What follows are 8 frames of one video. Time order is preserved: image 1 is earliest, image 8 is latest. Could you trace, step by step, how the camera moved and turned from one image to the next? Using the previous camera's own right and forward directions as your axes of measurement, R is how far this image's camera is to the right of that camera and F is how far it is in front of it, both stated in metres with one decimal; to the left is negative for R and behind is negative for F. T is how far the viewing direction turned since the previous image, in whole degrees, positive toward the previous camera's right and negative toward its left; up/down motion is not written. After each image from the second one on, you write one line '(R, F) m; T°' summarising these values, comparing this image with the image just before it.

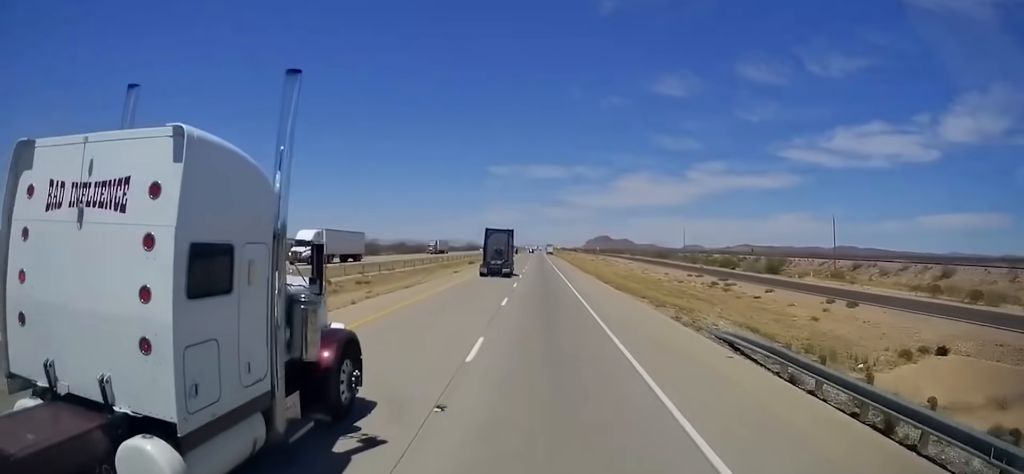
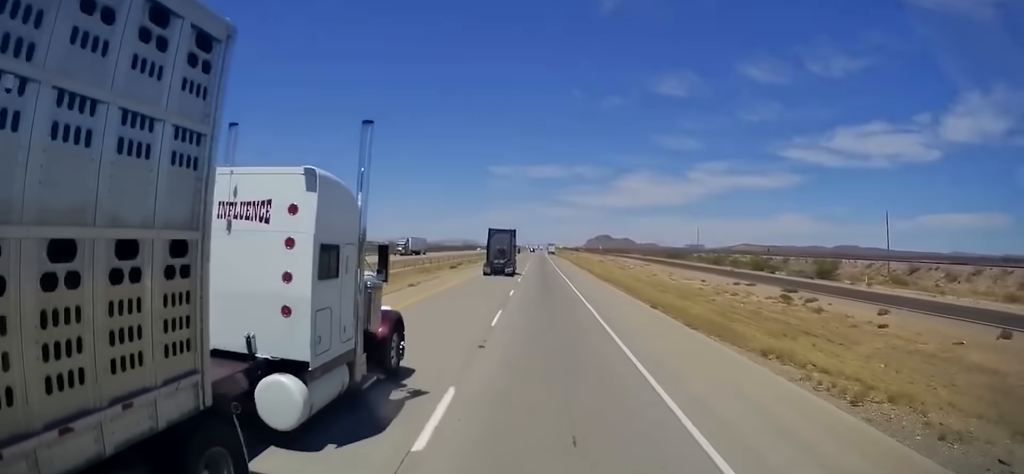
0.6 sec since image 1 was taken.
(+0.3, +18.5) m; 0°
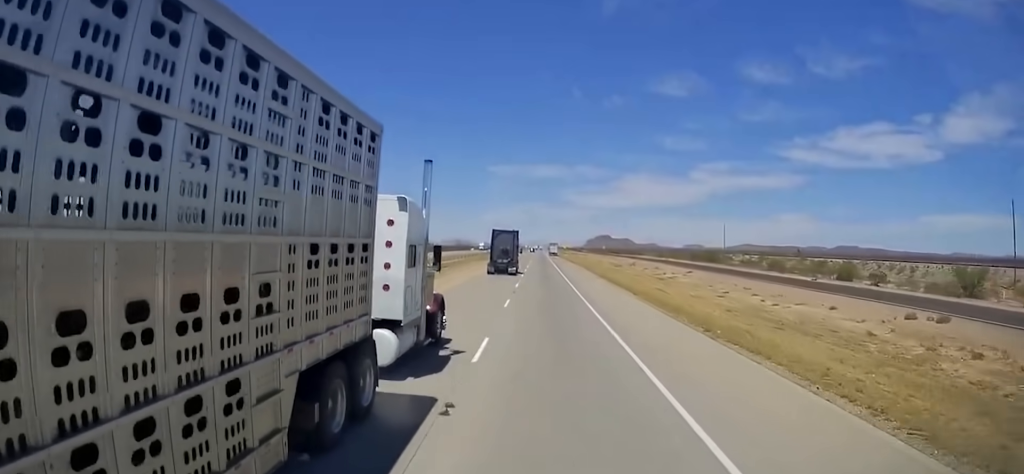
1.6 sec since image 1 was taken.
(-0.5, +29.9) m; 0°
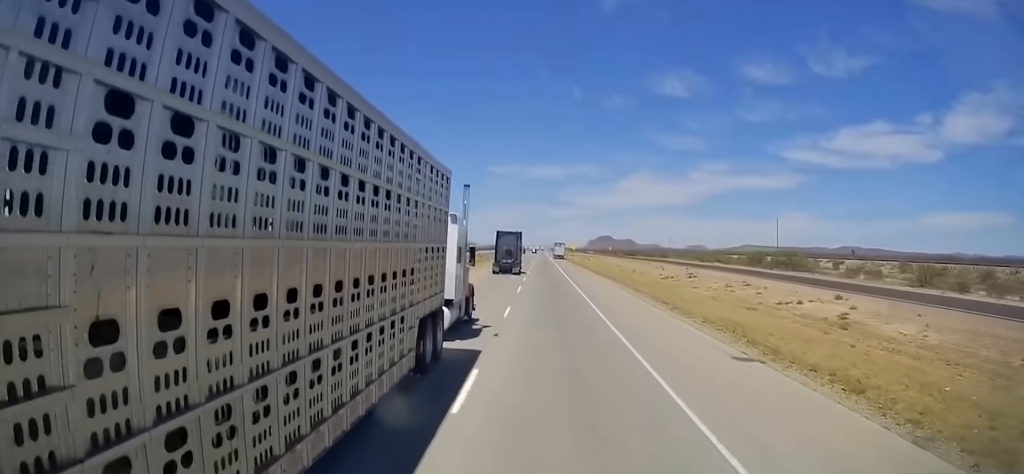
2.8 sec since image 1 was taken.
(+0.7, +39.8) m; +1°
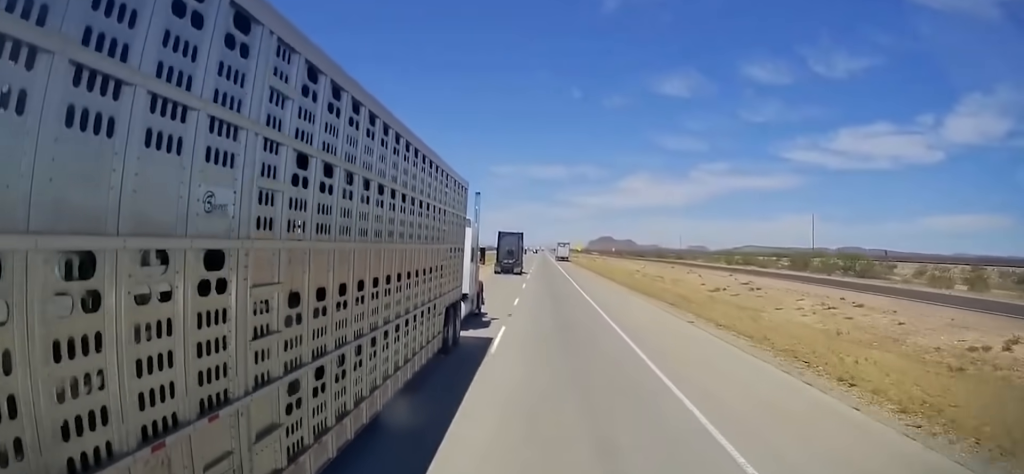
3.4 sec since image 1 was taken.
(-0.1, +19.2) m; 0°
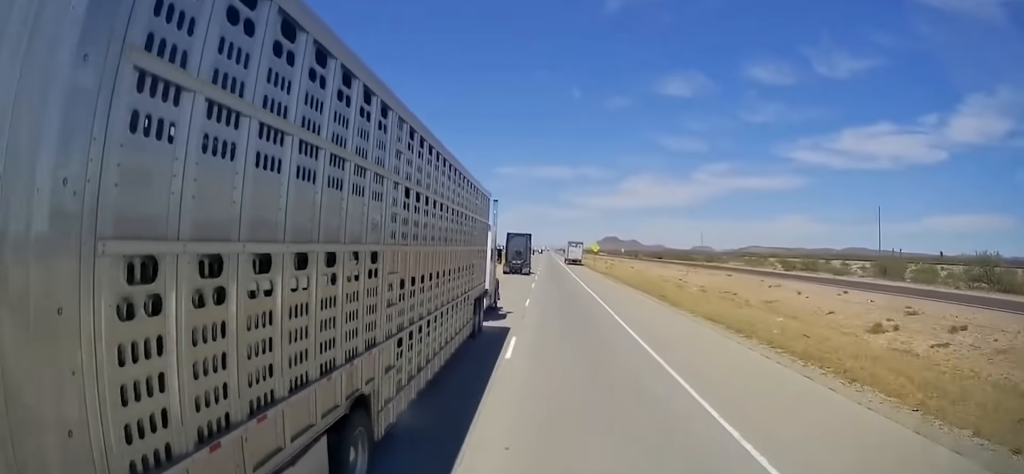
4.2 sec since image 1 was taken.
(0.0, +24.6) m; 0°
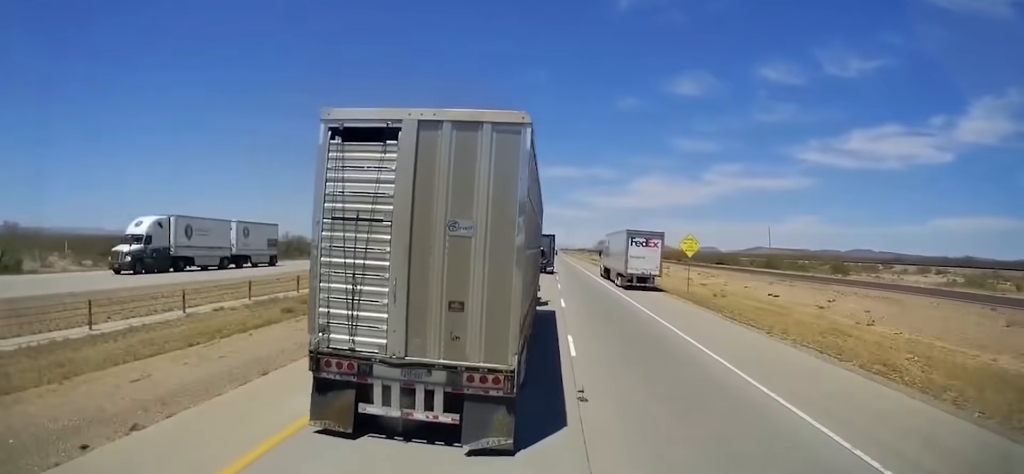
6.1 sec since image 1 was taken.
(-0.1, +60.5) m; 0°
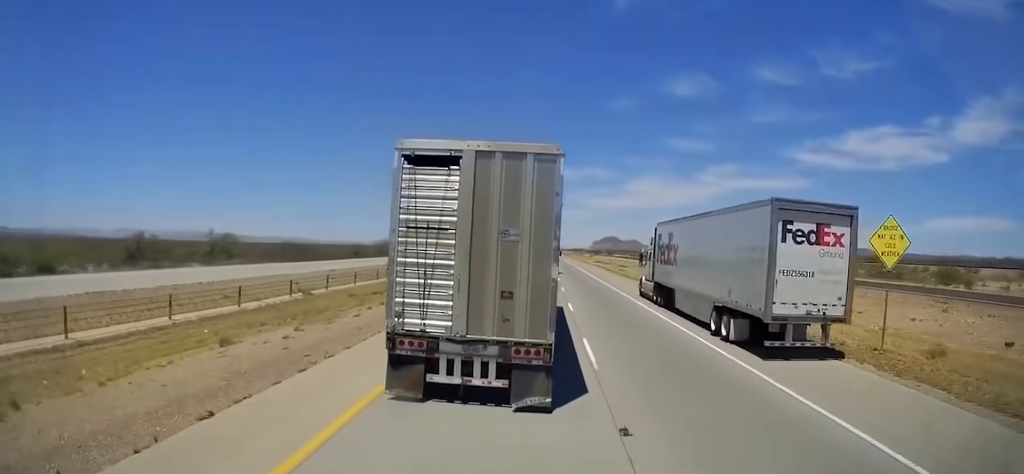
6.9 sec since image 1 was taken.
(0.0, +26.0) m; 0°
